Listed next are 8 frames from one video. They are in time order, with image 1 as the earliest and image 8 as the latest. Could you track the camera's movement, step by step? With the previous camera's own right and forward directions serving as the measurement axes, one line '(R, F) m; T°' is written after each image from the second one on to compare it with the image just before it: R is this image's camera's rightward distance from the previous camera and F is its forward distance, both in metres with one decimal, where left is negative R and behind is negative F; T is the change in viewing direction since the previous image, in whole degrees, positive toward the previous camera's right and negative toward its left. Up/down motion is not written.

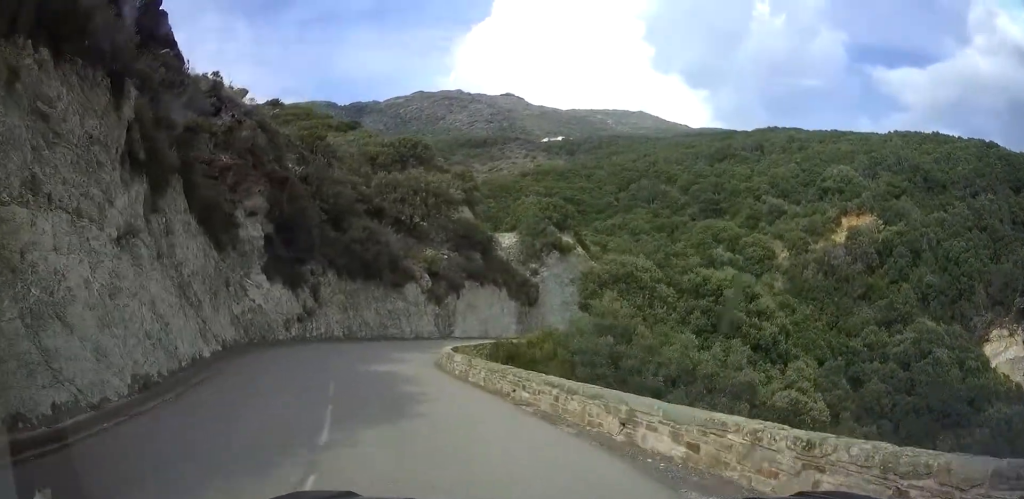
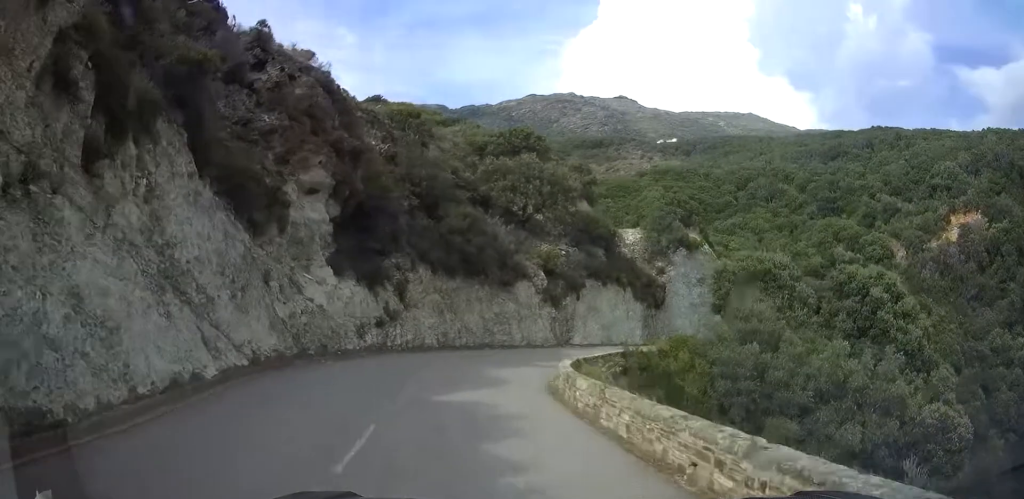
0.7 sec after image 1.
(-1.0, +5.3) m; -14°
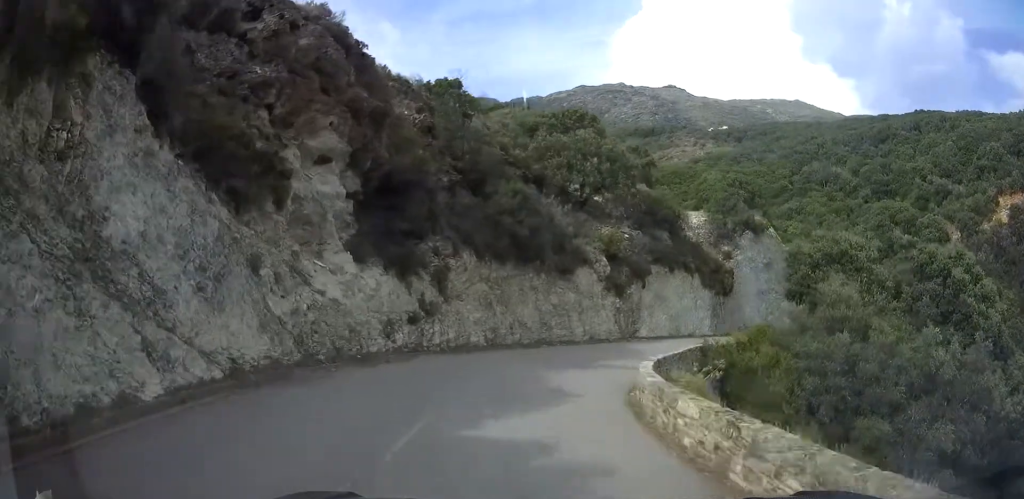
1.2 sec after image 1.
(-0.3, +3.9) m; -4°
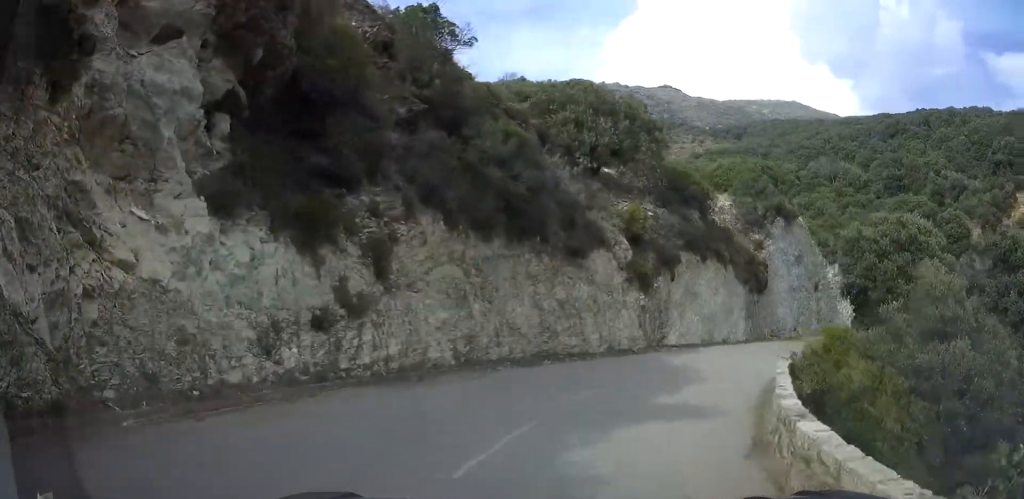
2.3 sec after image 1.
(-0.4, +8.9) m; +5°
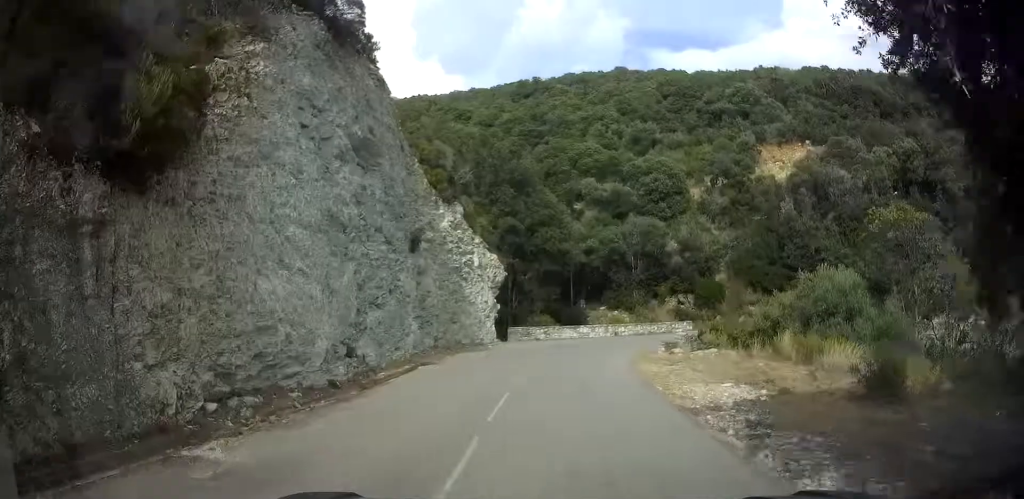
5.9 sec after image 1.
(+13.6, +32.9) m; +36°
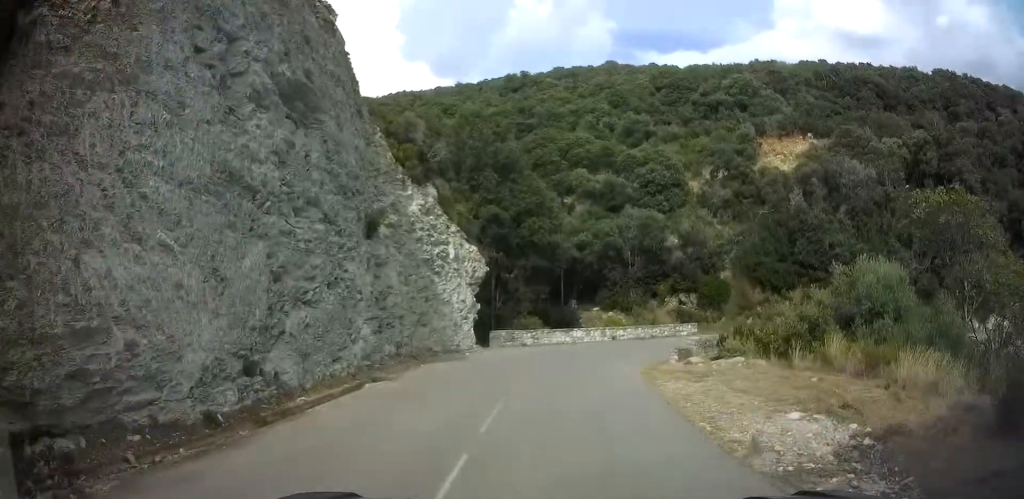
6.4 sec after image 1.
(+0.1, +5.2) m; 0°
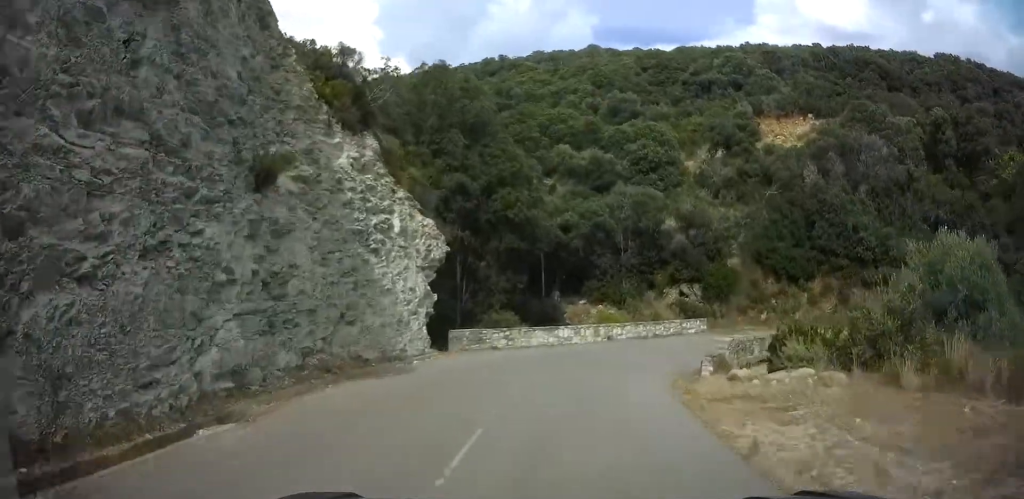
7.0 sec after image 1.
(+0.1, +7.4) m; -1°
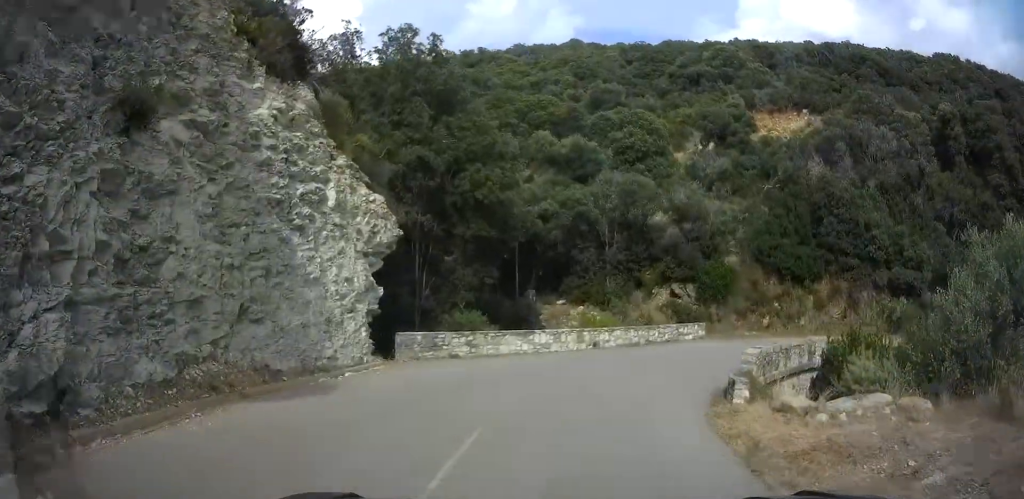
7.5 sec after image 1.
(-0.1, +4.7) m; 0°
